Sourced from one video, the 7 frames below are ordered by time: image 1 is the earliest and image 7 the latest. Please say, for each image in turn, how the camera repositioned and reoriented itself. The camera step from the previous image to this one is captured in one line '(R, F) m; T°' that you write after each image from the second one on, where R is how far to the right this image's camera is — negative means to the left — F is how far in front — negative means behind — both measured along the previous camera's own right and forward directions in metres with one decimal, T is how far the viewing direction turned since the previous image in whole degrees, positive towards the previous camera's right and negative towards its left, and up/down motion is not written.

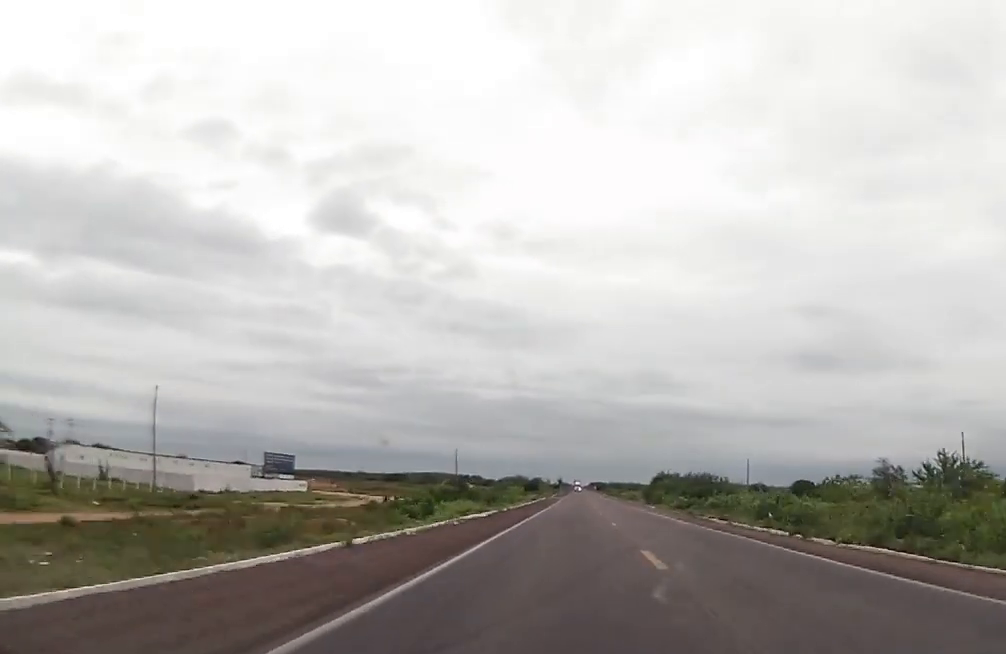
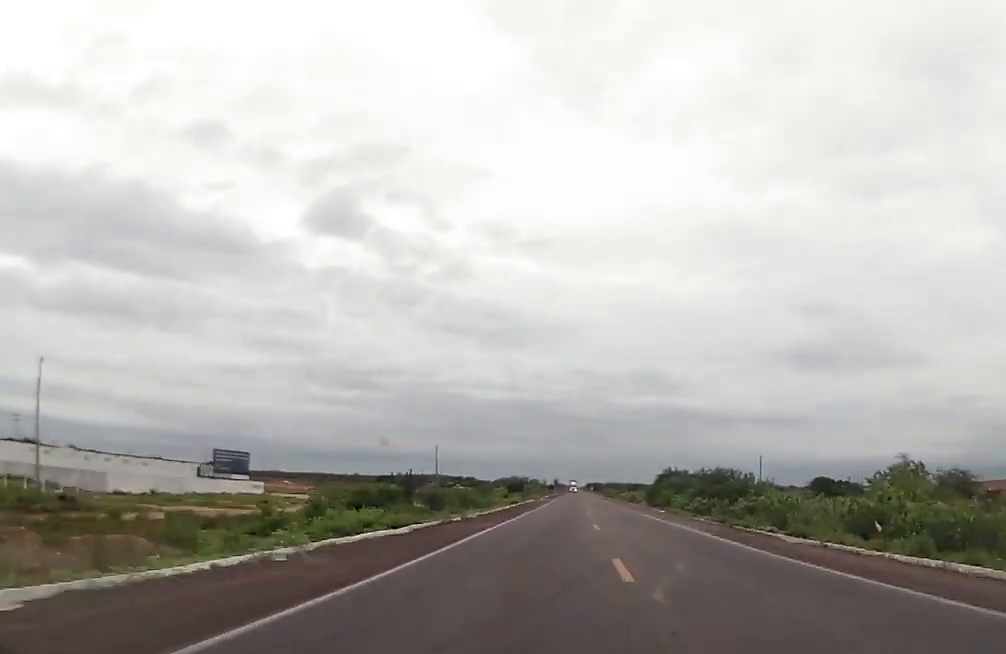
(+0.1, +17.7) m; 0°
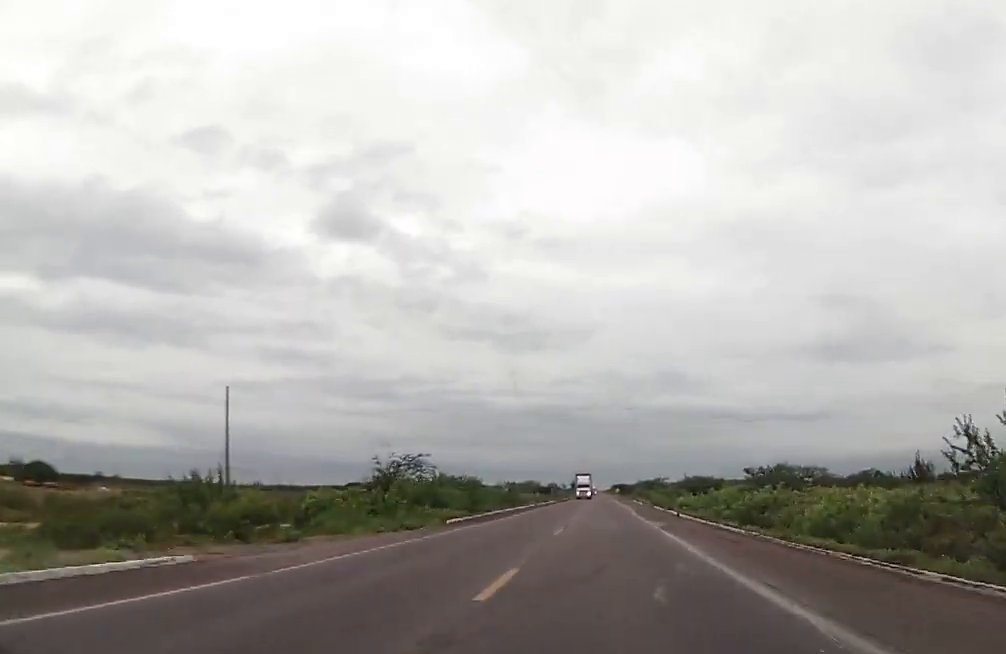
(-1.0, +97.6) m; 0°
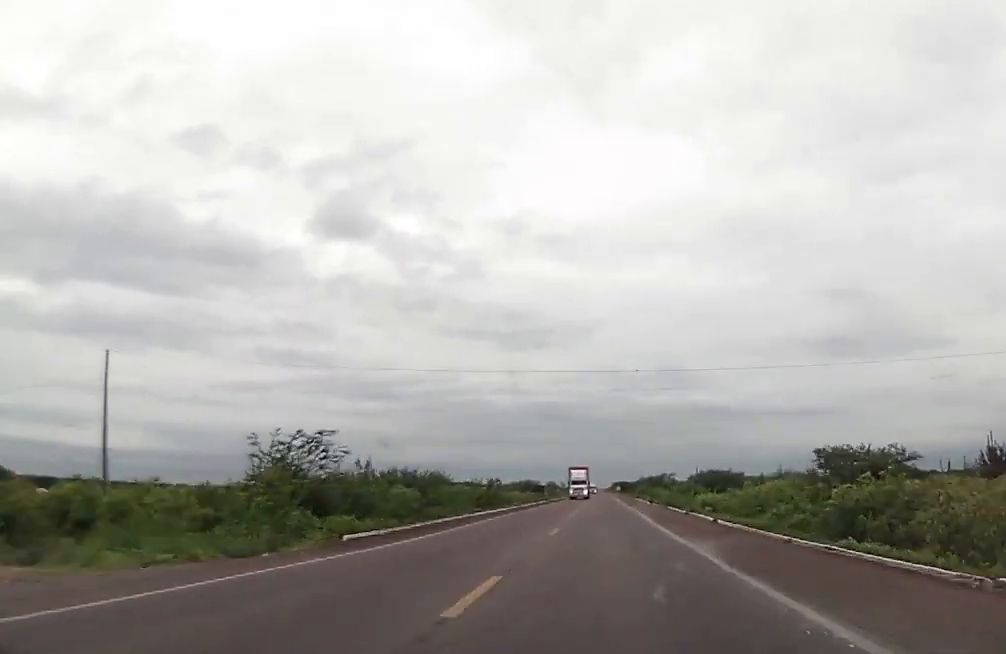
(-0.1, +17.3) m; 0°
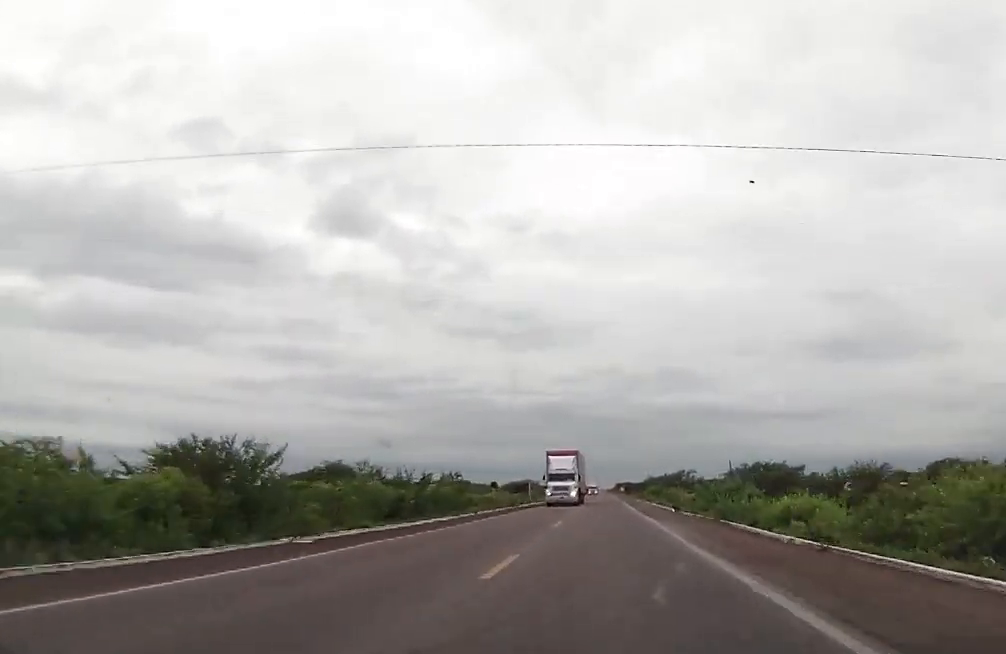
(+0.2, +28.7) m; 0°
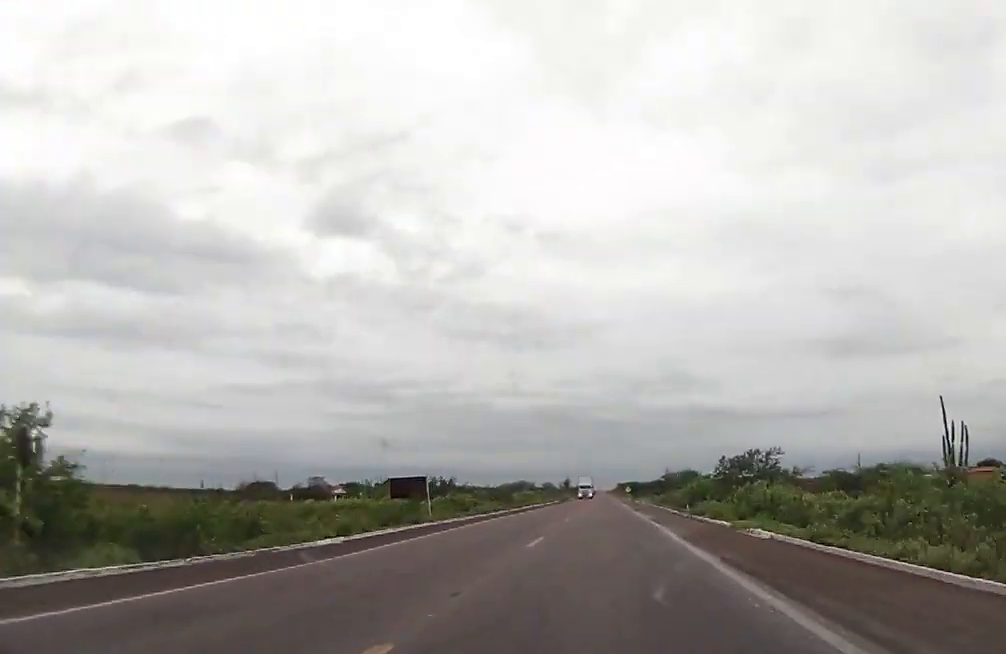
(-0.9, +56.3) m; -1°
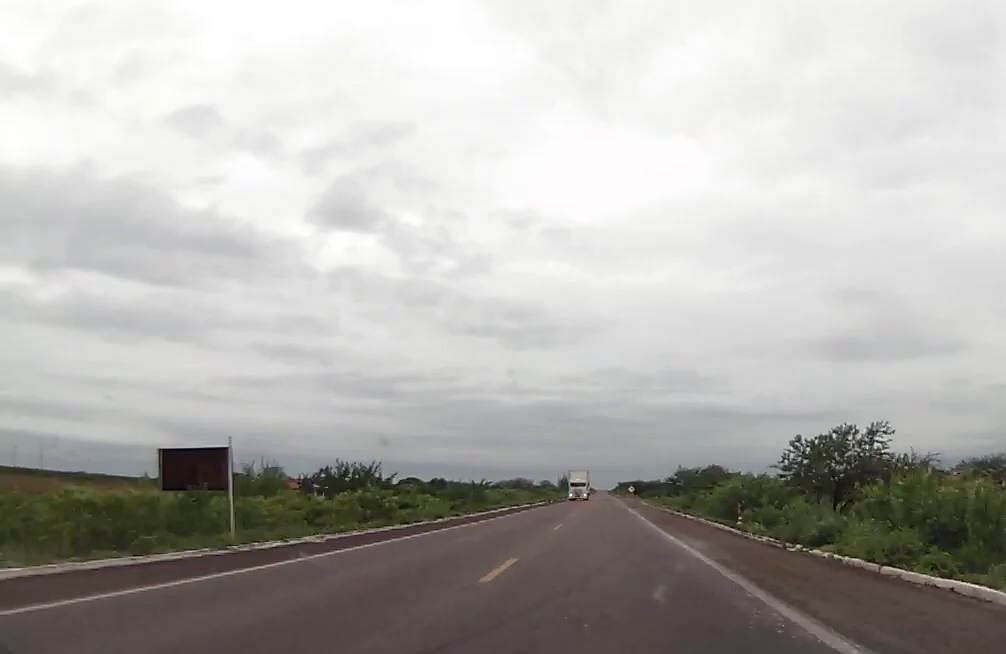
(-0.1, +22.9) m; 0°
